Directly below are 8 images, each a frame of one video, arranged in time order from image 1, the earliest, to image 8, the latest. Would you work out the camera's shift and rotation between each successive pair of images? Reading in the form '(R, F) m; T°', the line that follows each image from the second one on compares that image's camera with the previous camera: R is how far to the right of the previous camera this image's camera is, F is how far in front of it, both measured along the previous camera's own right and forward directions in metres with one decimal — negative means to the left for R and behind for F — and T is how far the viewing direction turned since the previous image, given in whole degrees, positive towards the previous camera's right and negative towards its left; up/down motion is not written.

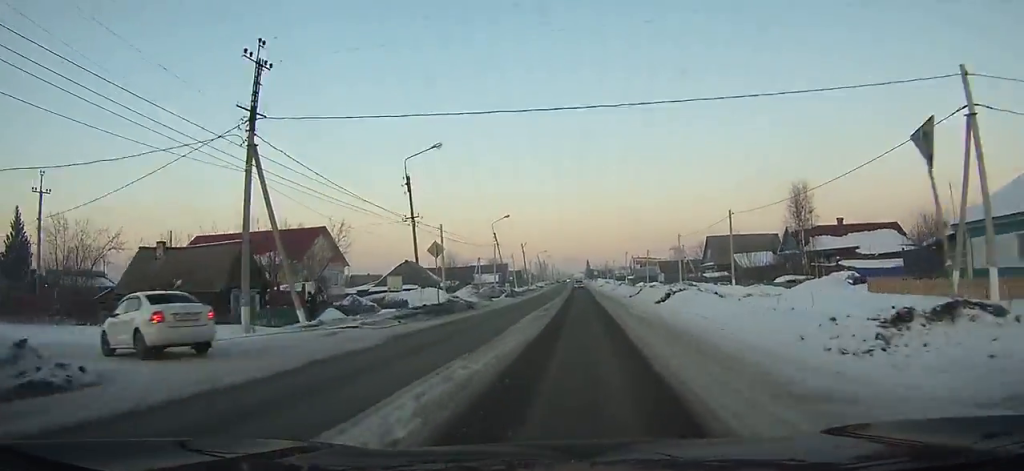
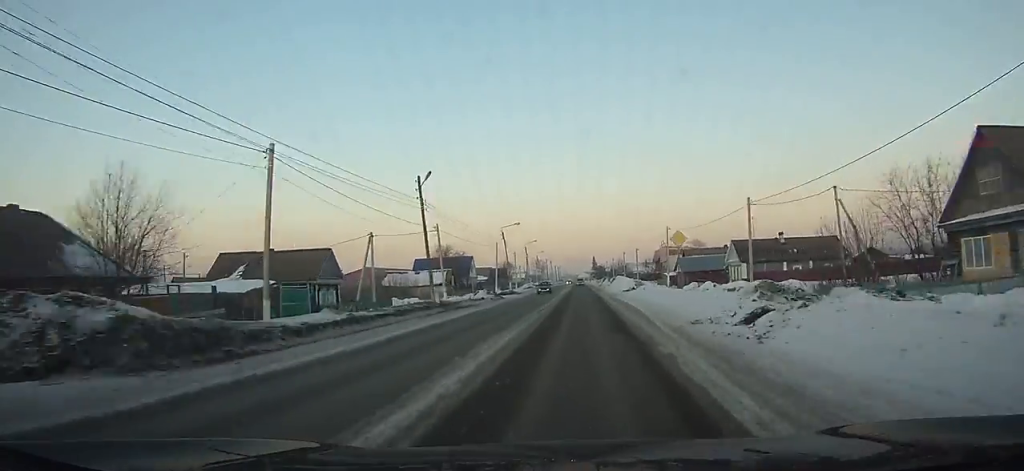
(-0.2, +60.5) m; 0°
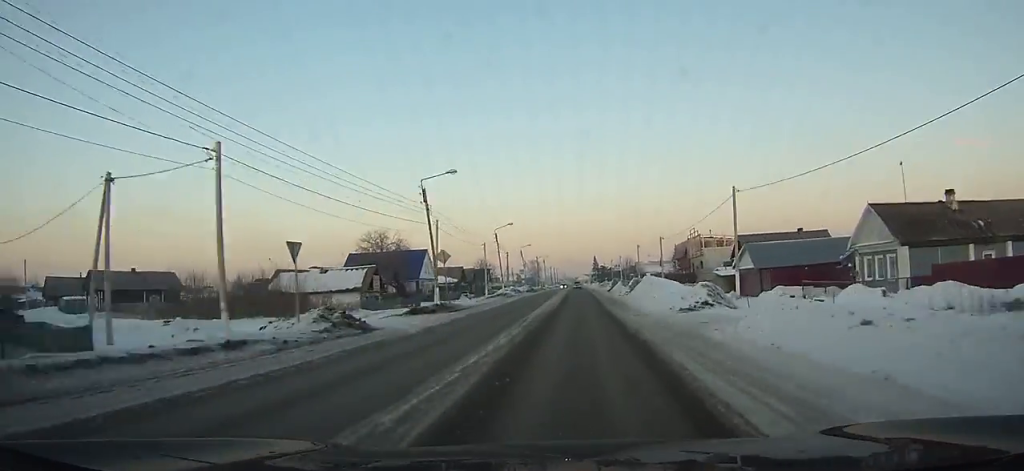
(0.0, +31.2) m; 0°
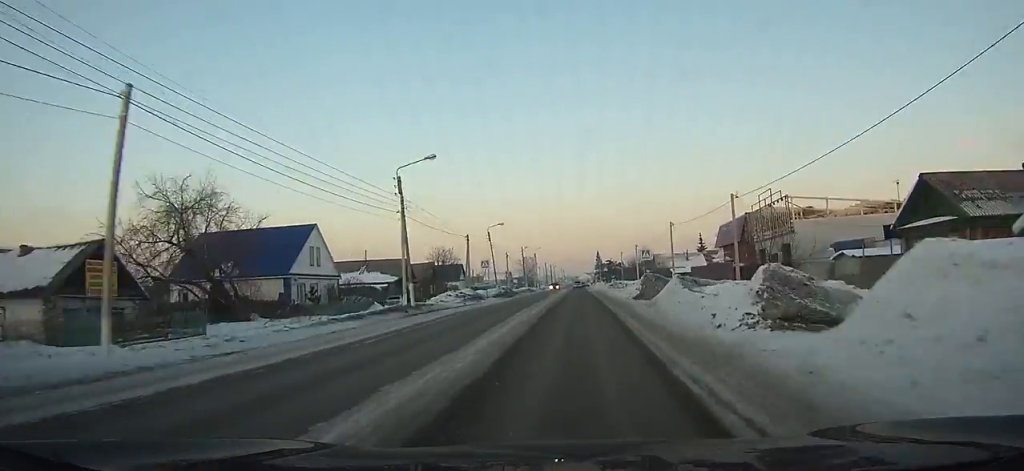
(-0.1, +33.0) m; 0°
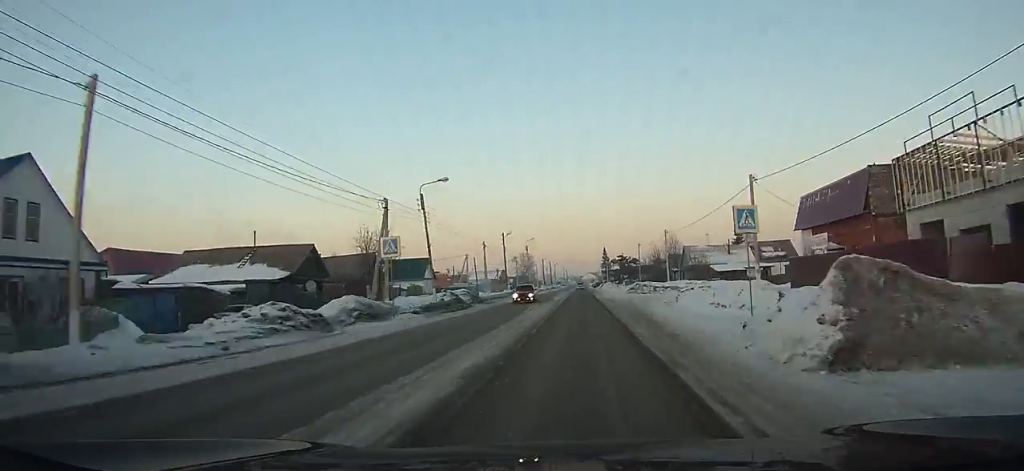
(0.0, +27.8) m; 0°
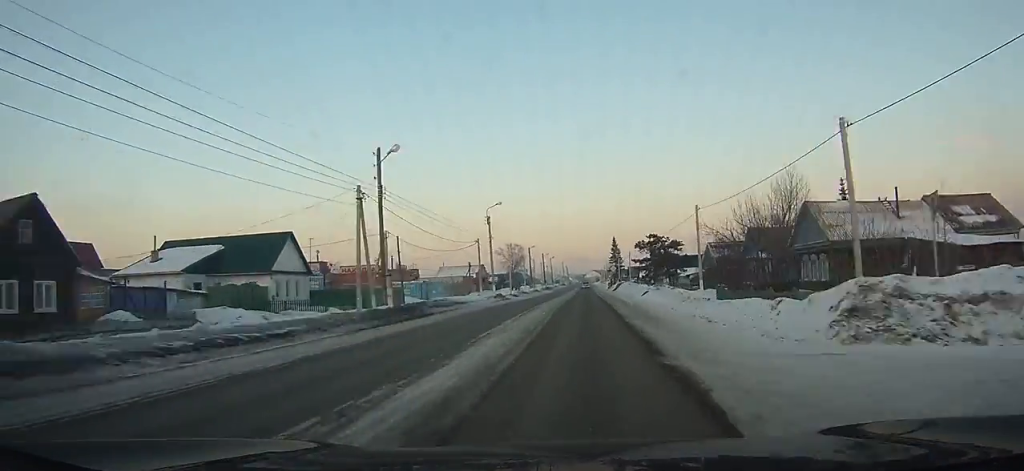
(-0.1, +44.4) m; 0°
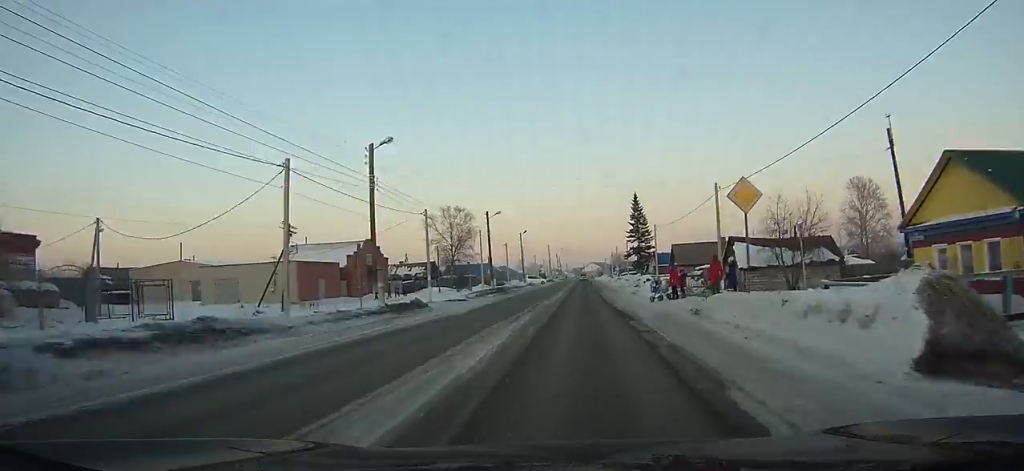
(-0.4, +73.0) m; 0°
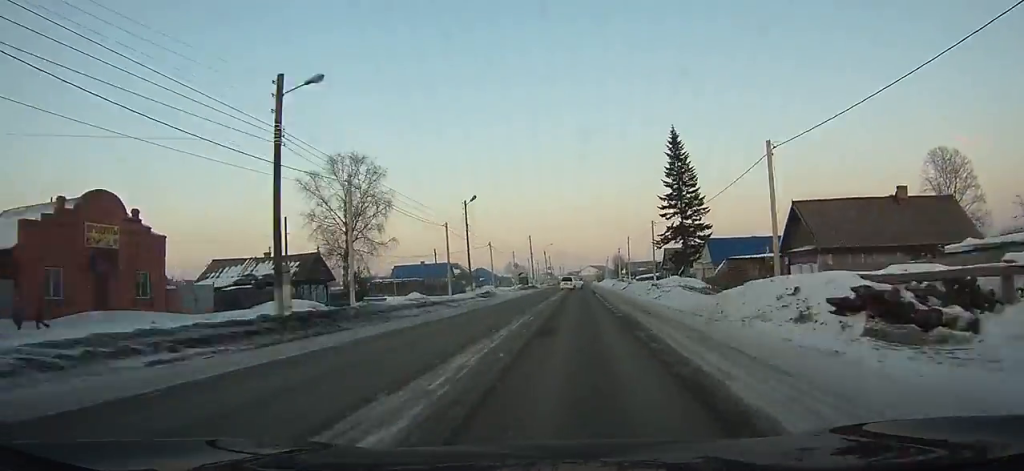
(+0.2, +40.2) m; 0°
